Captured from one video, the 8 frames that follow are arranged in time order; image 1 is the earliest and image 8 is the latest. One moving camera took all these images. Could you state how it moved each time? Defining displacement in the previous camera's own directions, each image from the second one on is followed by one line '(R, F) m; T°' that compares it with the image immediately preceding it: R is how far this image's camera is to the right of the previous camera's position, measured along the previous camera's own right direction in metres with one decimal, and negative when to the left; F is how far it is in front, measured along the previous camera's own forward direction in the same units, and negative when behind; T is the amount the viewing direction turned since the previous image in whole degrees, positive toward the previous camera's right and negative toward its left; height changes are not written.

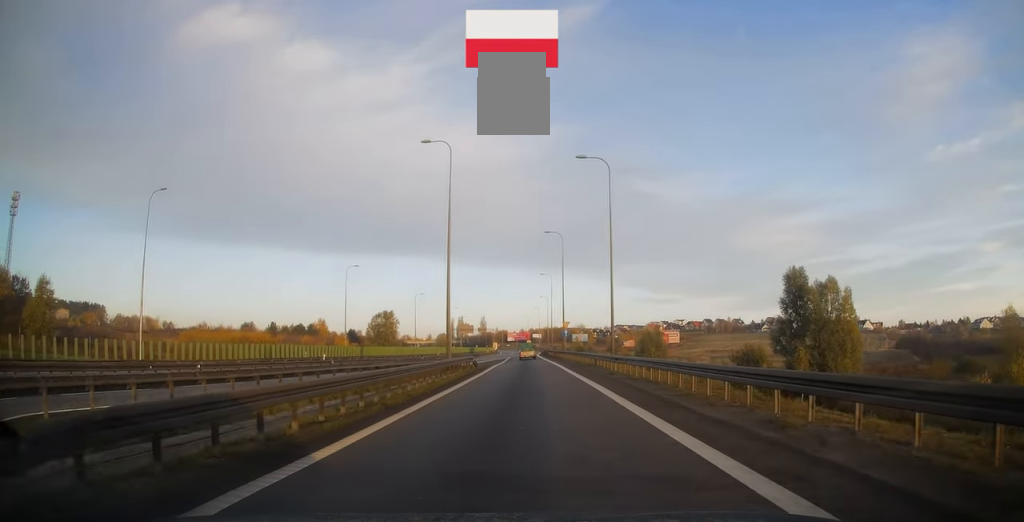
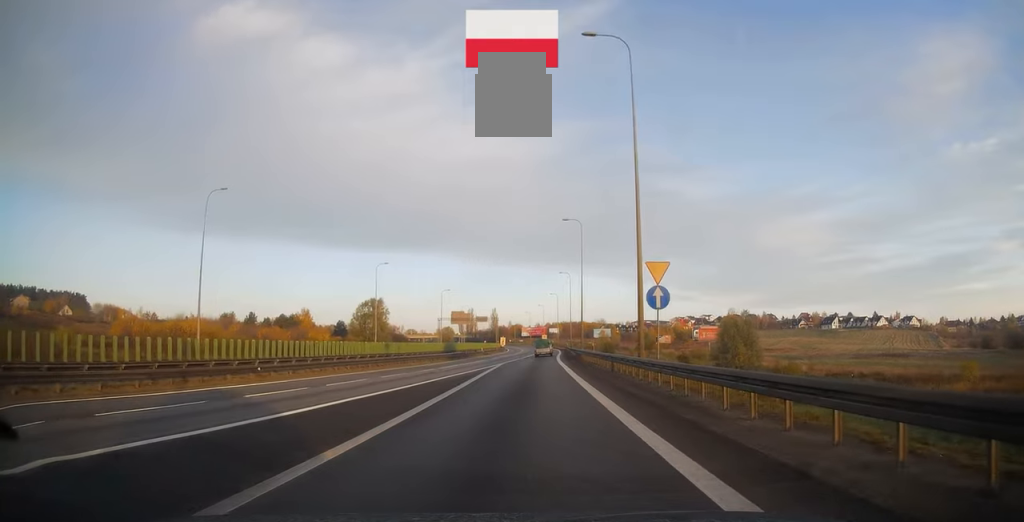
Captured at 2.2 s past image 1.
(-1.2, +45.7) m; -2°
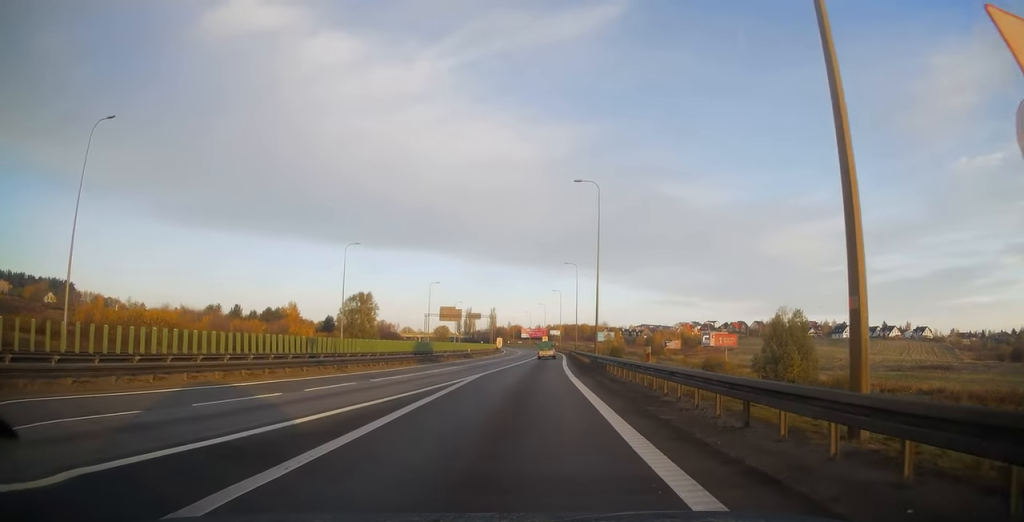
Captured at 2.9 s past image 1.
(0.0, +16.7) m; 0°
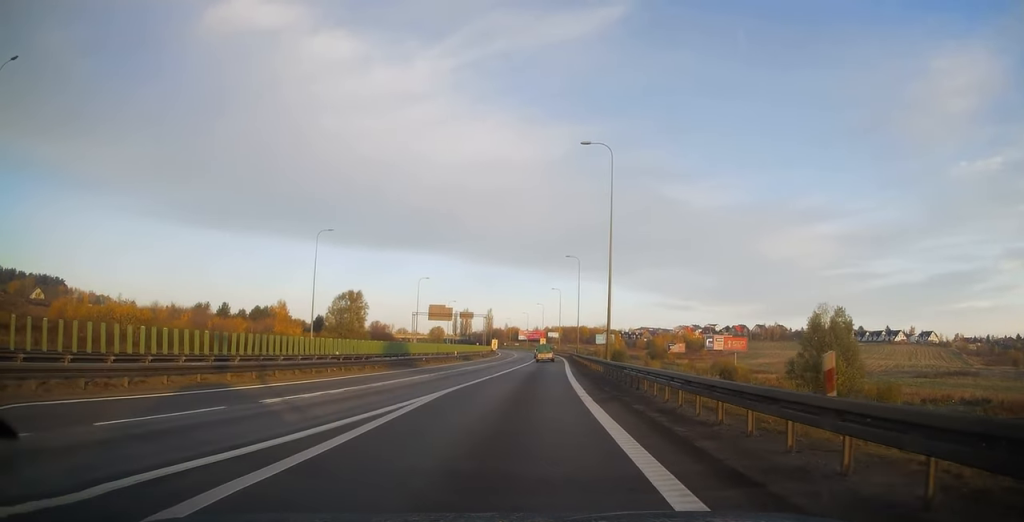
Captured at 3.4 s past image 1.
(+0.1, +10.0) m; 0°
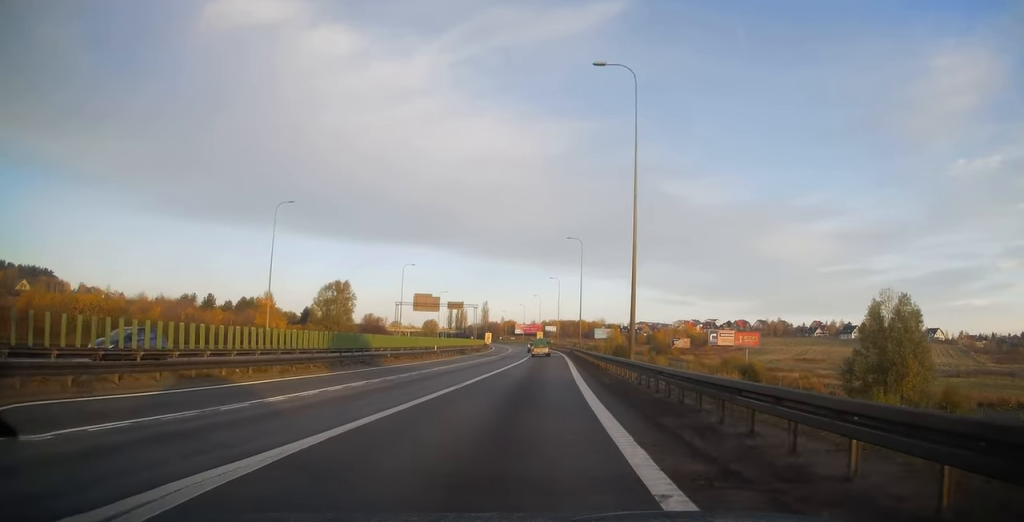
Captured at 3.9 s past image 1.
(0.0, +11.0) m; 0°
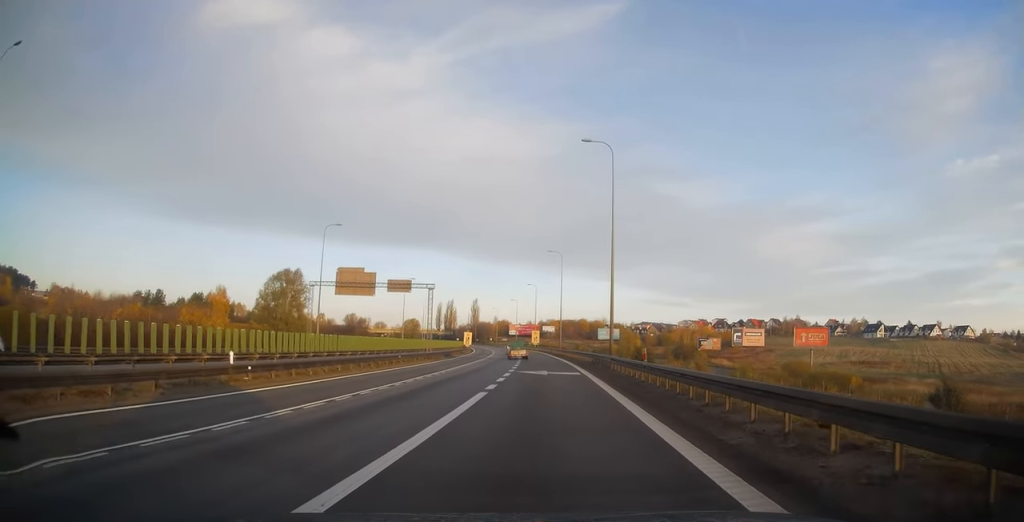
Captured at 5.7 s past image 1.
(0.0, +37.5) m; 0°
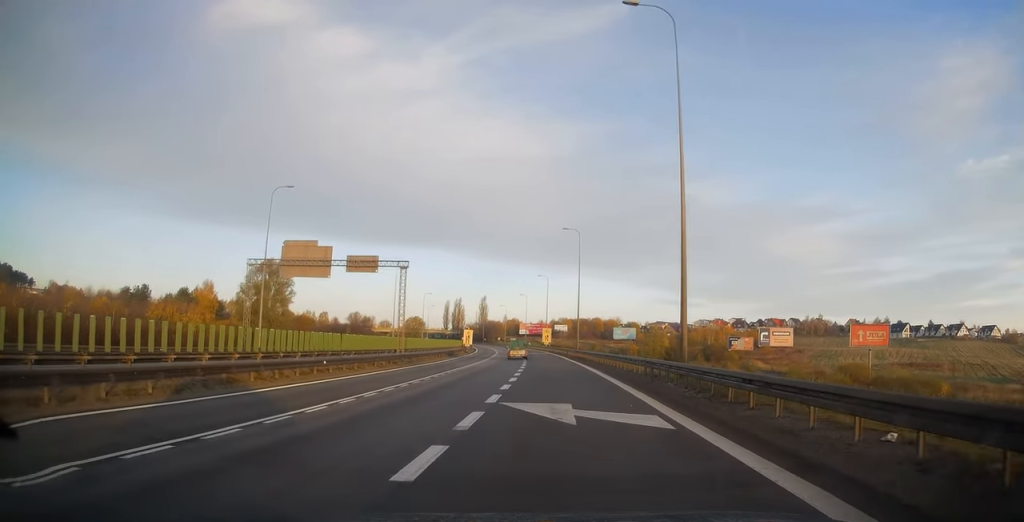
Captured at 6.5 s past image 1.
(-0.1, +17.1) m; -1°
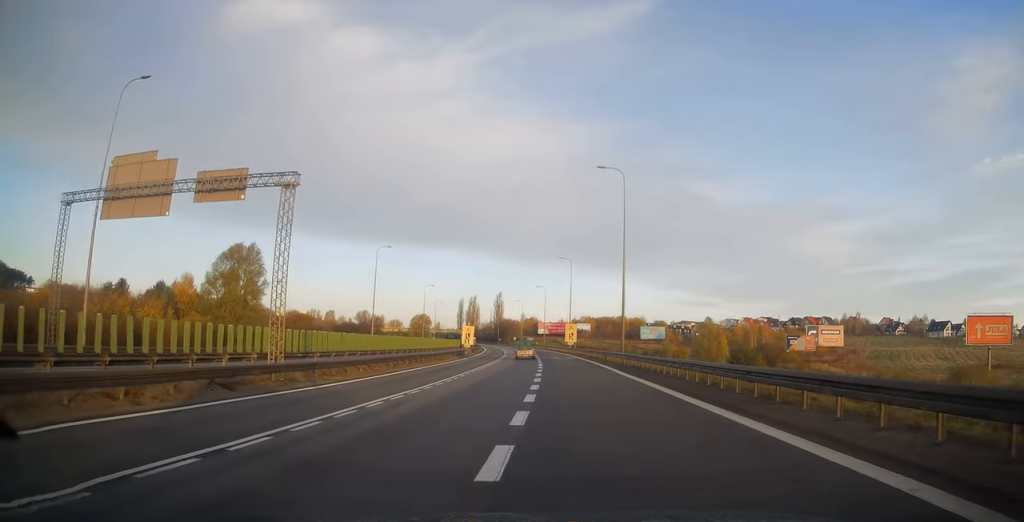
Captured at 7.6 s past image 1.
(-0.5, +24.5) m; -1°
